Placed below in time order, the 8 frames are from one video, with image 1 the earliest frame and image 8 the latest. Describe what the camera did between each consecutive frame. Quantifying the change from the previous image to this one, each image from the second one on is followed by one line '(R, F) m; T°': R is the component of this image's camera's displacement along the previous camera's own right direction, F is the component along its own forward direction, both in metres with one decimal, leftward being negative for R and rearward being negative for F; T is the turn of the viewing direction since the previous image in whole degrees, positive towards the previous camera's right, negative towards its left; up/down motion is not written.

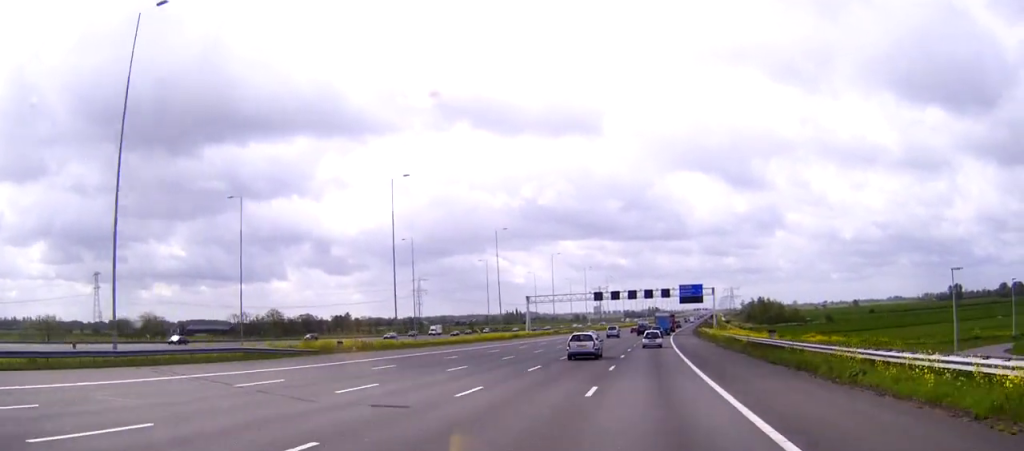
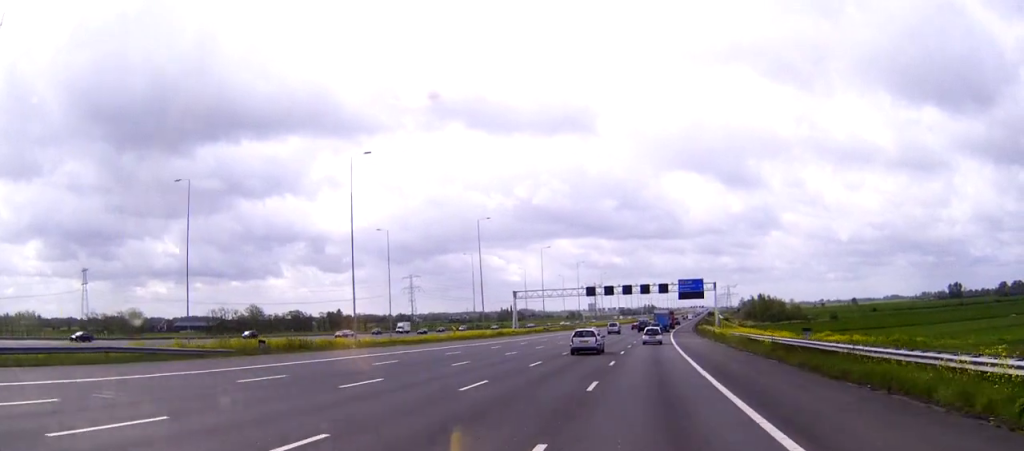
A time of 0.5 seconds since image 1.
(+0.1, +11.4) m; 0°
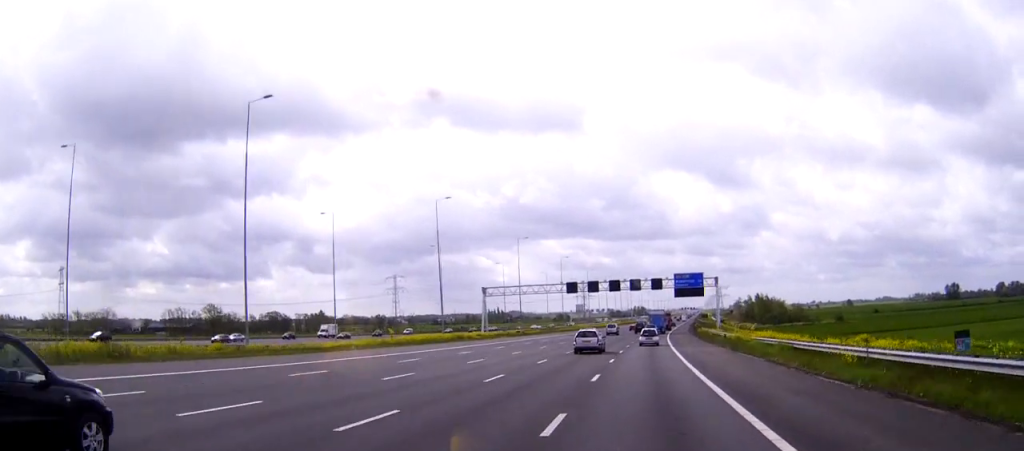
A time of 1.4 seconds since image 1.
(+0.1, +19.9) m; +1°
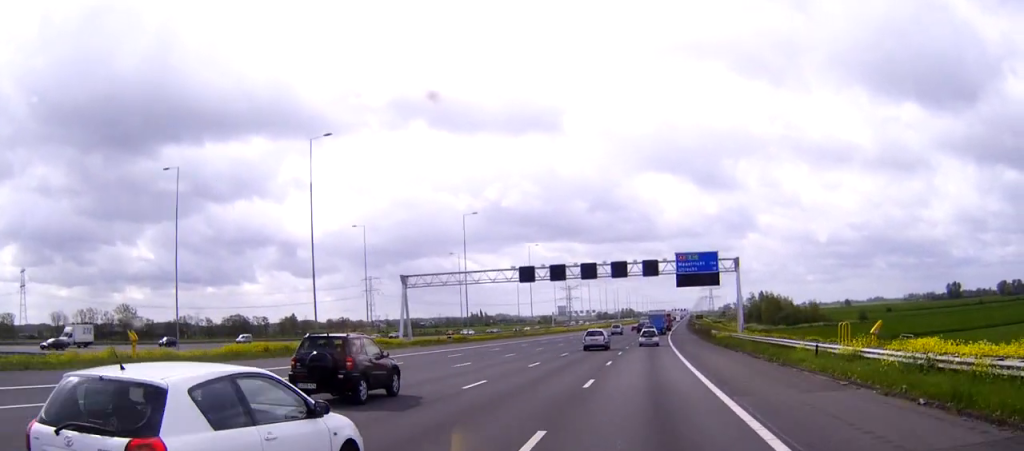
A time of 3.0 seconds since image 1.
(+0.5, +38.3) m; +1°
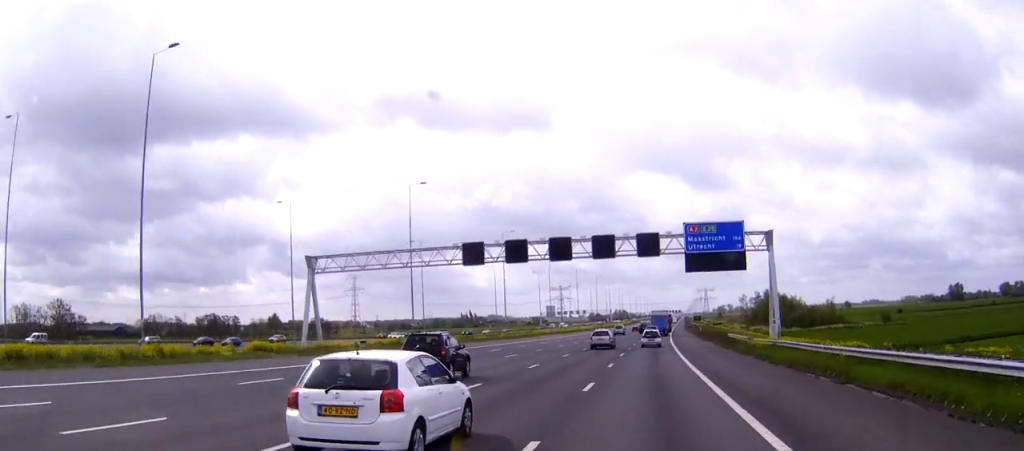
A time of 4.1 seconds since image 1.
(0.0, +25.2) m; 0°
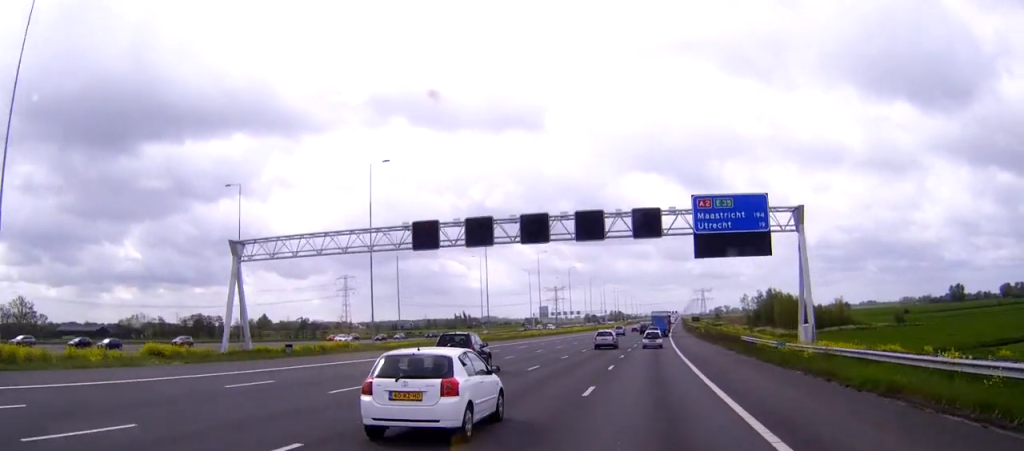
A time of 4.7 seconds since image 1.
(0.0, +12.8) m; 0°
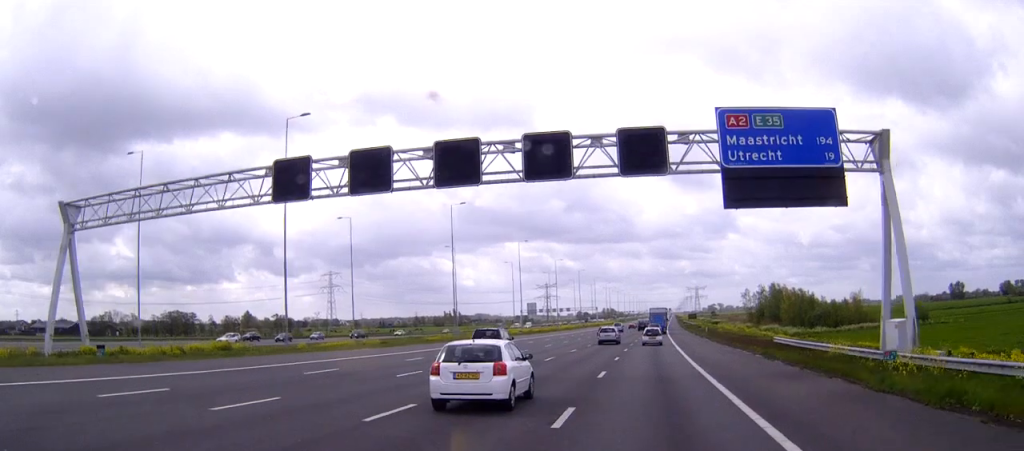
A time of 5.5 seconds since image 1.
(+0.1, +18.7) m; 0°
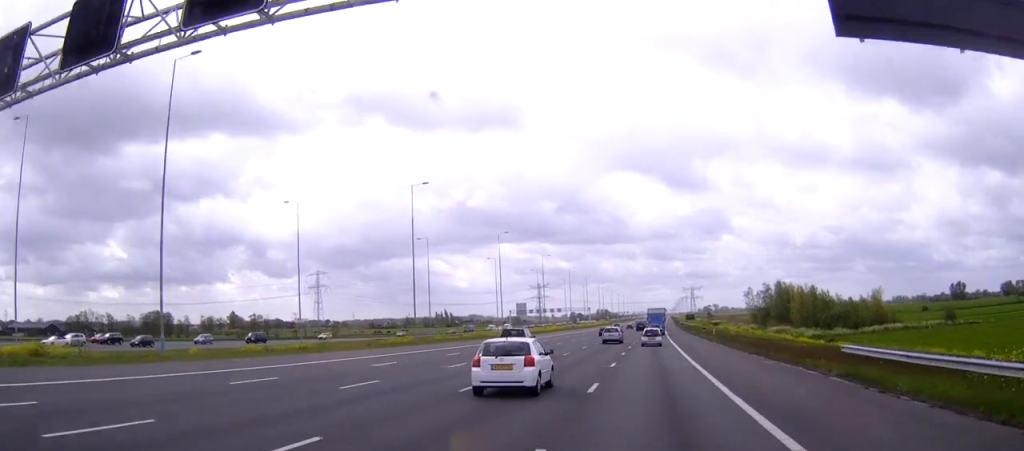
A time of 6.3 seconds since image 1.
(+0.1, +17.1) m; +1°
